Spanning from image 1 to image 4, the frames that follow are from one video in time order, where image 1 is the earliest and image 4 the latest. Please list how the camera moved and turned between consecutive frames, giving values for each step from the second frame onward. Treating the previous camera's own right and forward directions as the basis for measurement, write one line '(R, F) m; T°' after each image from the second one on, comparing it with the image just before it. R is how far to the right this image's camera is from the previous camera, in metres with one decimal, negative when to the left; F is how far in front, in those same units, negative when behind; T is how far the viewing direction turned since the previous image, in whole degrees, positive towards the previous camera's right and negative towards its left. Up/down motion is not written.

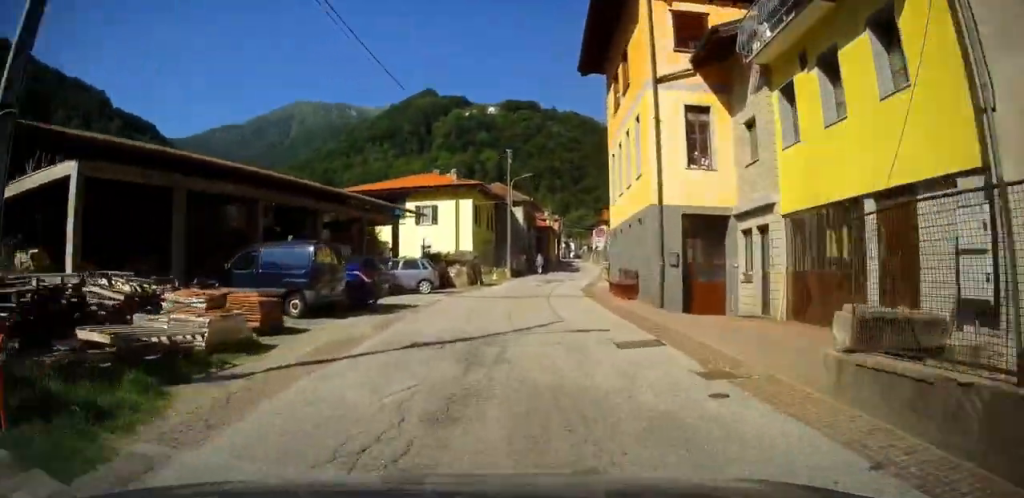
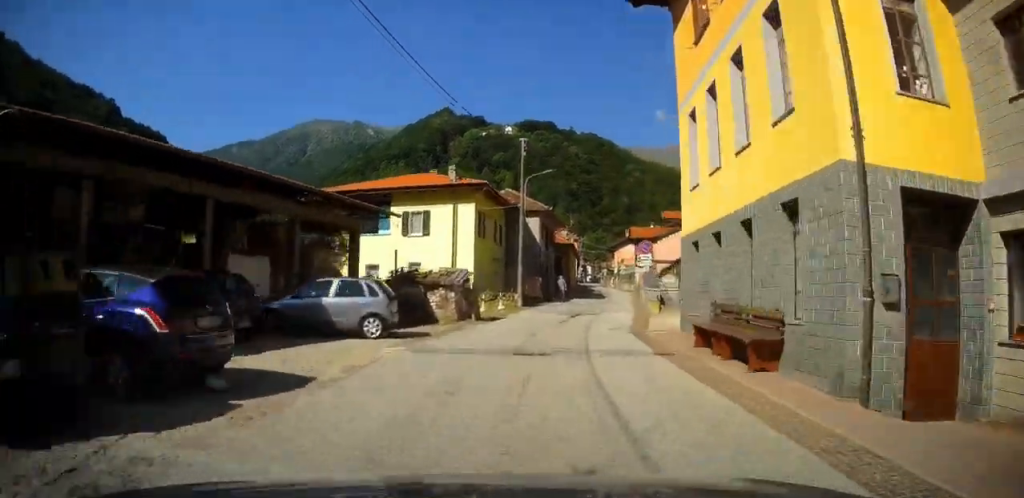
(-0.5, +9.8) m; 0°
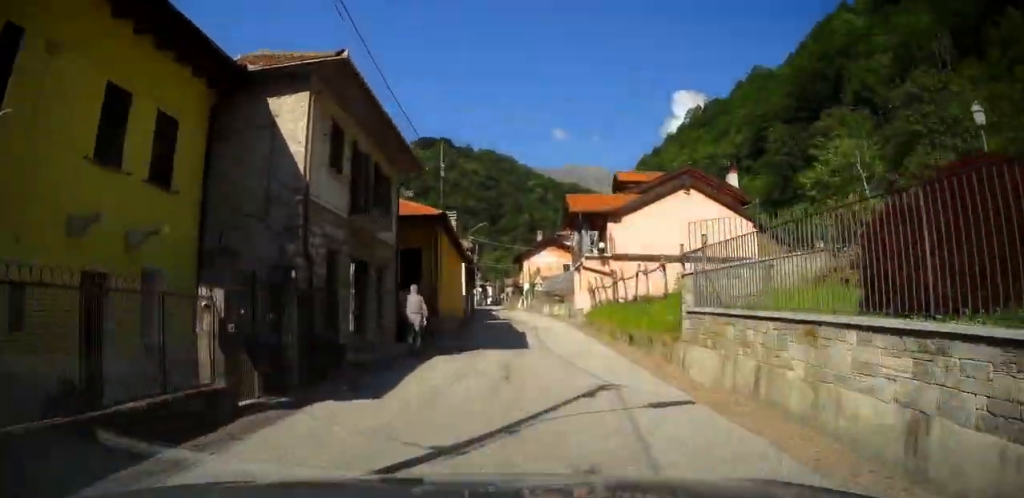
(+3.1, +31.0) m; +14°
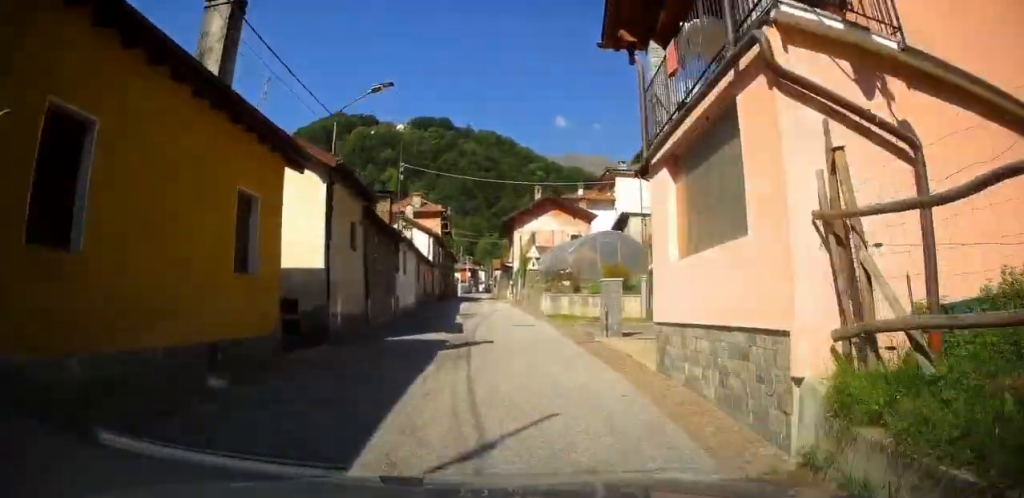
(+0.7, +25.7) m; 0°
